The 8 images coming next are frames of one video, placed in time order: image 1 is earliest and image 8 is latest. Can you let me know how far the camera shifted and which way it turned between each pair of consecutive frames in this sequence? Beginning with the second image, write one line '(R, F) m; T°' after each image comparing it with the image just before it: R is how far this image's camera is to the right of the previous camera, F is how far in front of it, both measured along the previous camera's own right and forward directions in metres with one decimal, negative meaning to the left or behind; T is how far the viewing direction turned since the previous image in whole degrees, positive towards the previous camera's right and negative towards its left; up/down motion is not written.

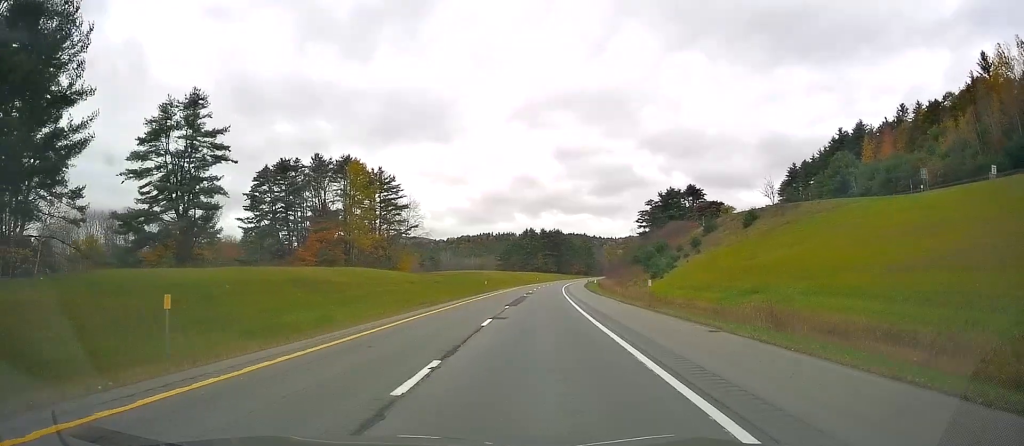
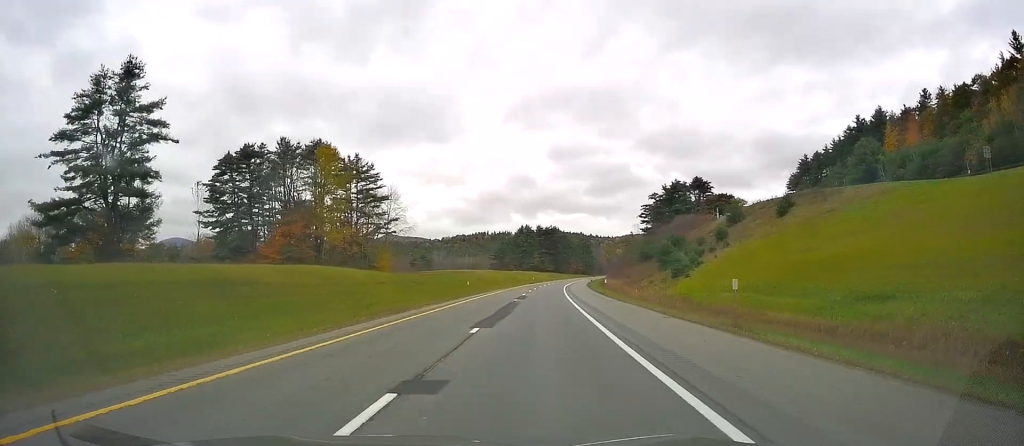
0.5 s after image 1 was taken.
(+0.1, +14.9) m; 0°
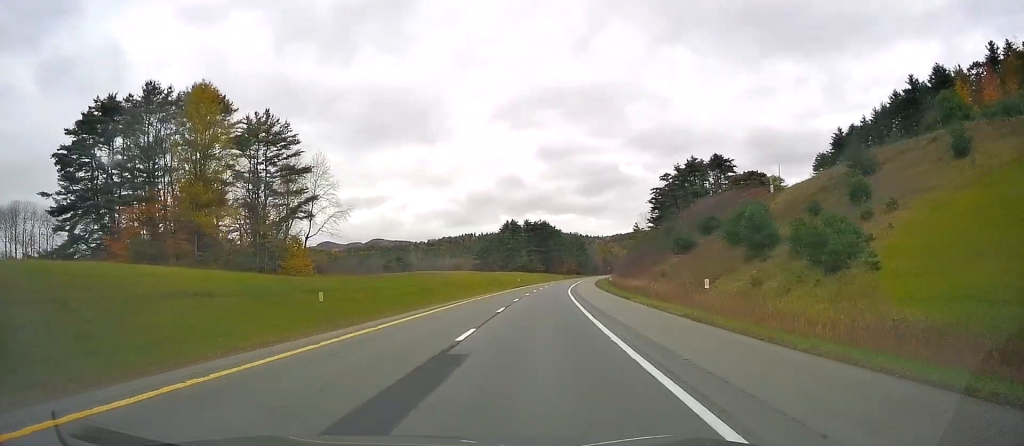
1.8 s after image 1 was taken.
(-0.4, +37.7) m; 0°
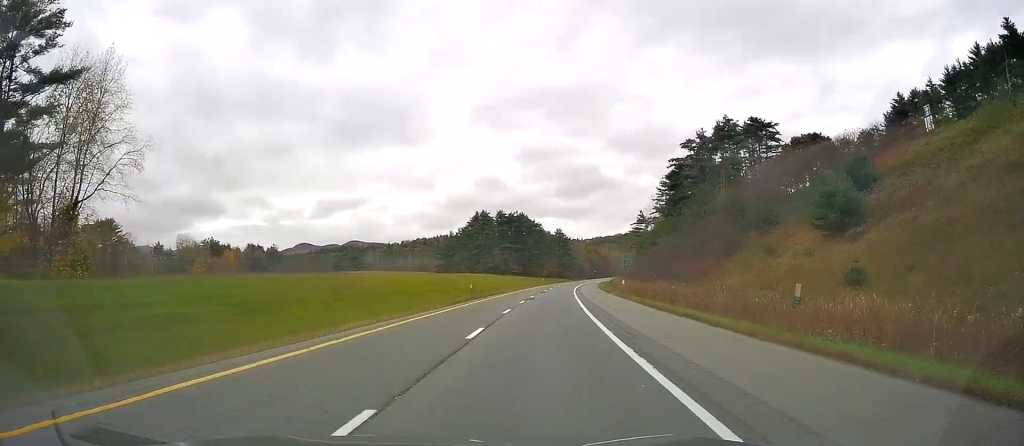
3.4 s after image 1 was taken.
(+0.3, +47.2) m; +2°
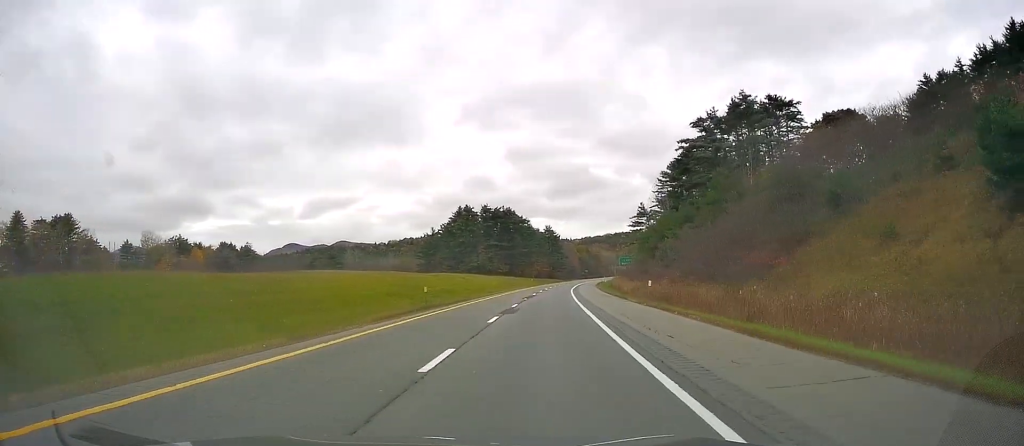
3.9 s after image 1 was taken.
(+0.4, +17.4) m; +1°
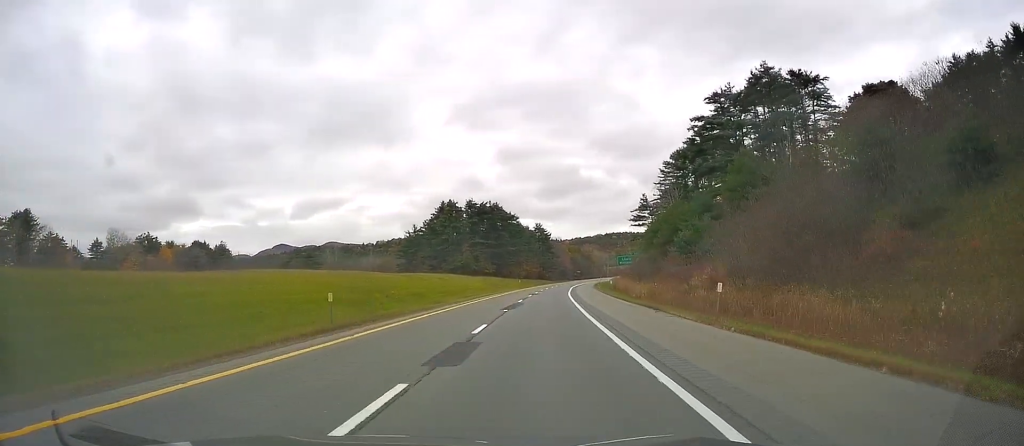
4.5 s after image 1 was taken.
(+0.1, +15.9) m; +1°
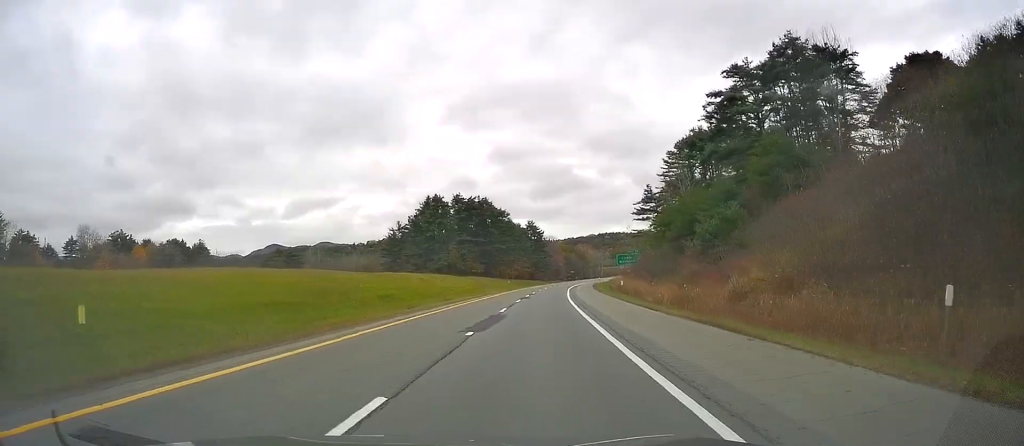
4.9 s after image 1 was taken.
(-0.1, +12.9) m; +1°
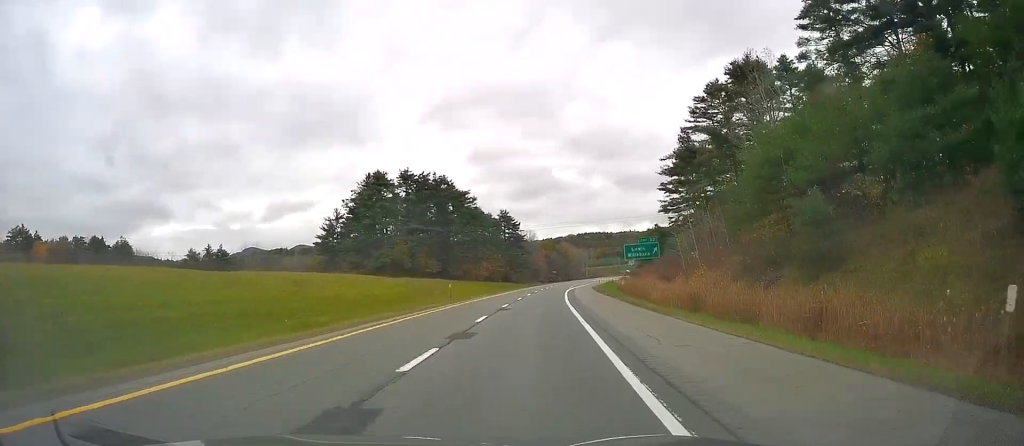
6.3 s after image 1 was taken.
(+1.2, +42.5) m; +3°
